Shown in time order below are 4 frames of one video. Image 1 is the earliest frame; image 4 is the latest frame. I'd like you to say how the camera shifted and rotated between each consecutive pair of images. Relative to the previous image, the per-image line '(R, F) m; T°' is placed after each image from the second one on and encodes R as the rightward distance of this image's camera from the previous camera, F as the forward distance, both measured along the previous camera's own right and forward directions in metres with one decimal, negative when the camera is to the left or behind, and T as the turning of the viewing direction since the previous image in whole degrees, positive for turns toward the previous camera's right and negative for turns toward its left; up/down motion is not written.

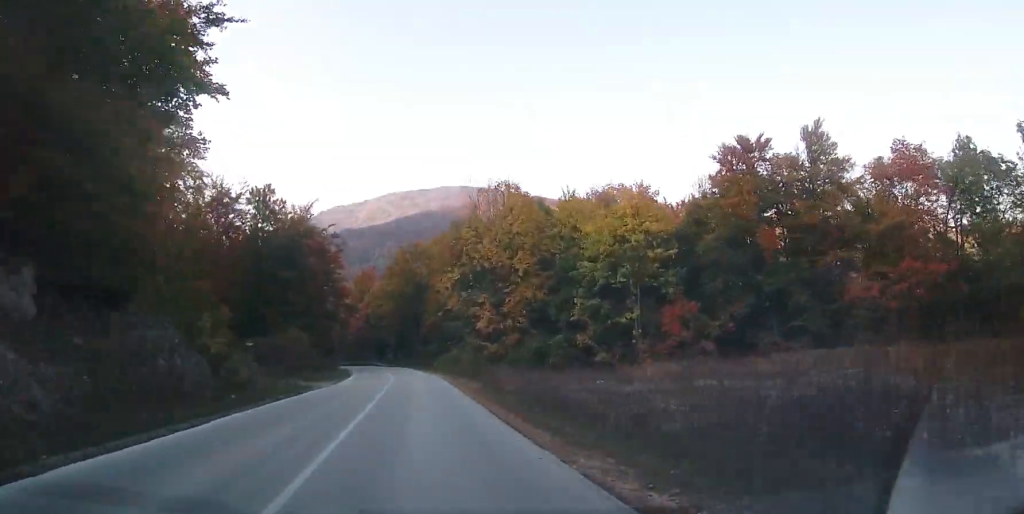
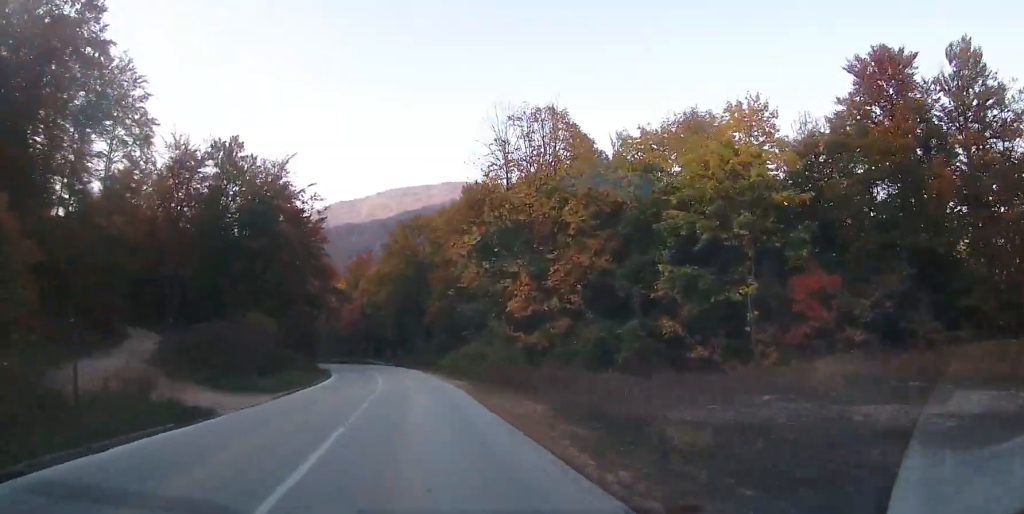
(0.0, +16.5) m; 0°
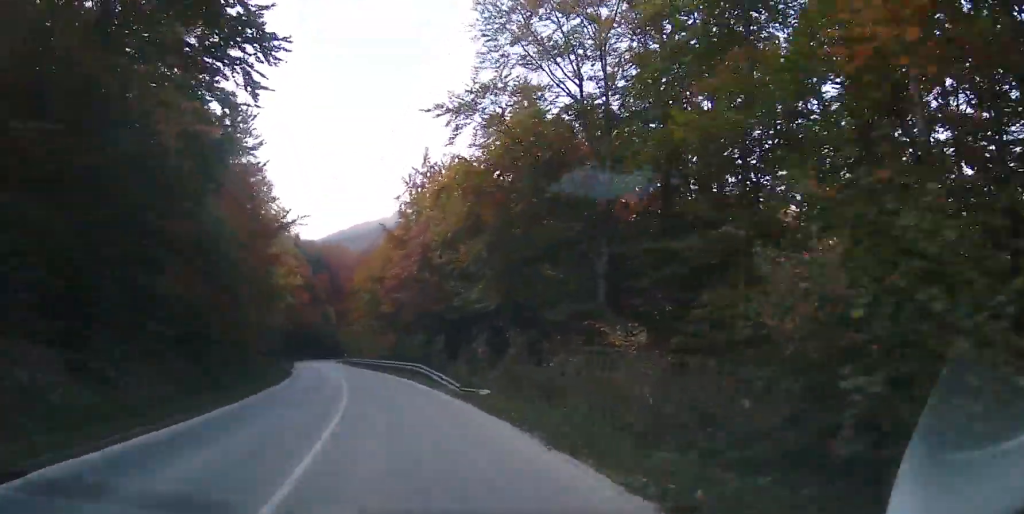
(-2.6, +54.6) m; -9°
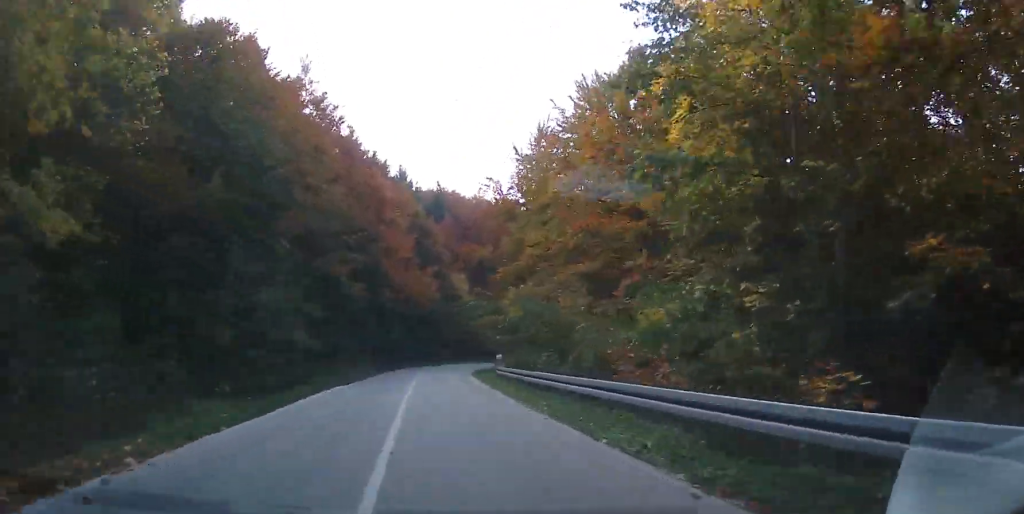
(-8.1, +53.4) m; -15°
